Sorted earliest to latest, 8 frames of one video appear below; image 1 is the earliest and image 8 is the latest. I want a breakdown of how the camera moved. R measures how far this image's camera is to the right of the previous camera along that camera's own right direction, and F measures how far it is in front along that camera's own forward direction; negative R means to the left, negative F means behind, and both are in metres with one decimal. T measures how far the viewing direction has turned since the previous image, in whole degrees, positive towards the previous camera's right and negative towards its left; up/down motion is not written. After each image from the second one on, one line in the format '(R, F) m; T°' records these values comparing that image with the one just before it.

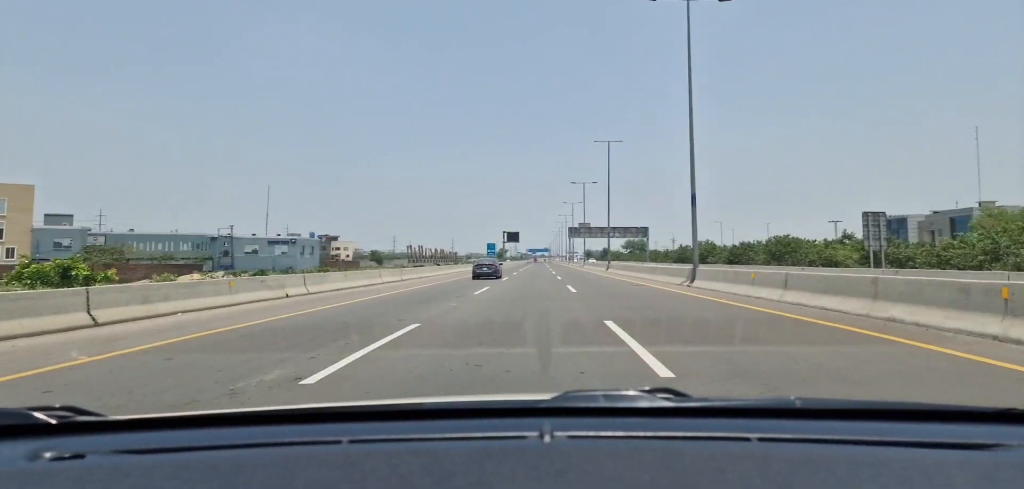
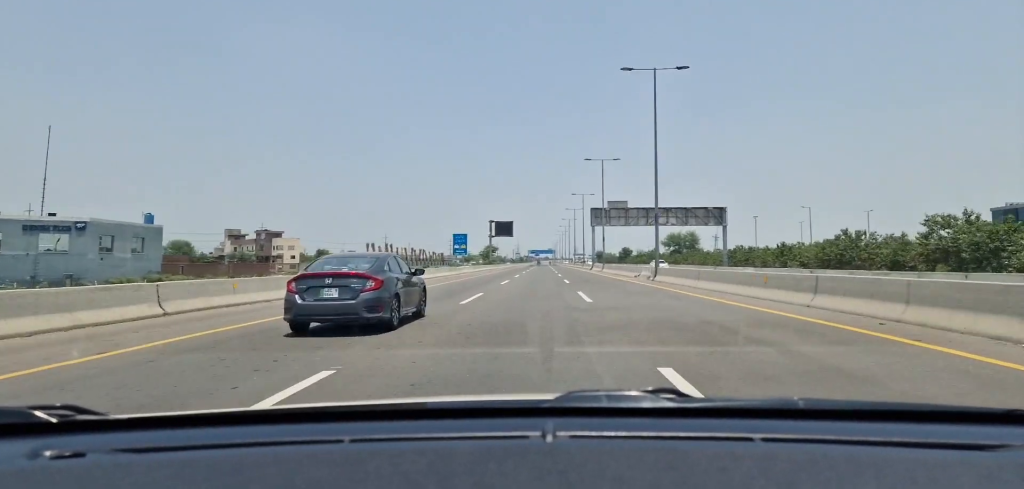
(-0.2, +60.2) m; -1°
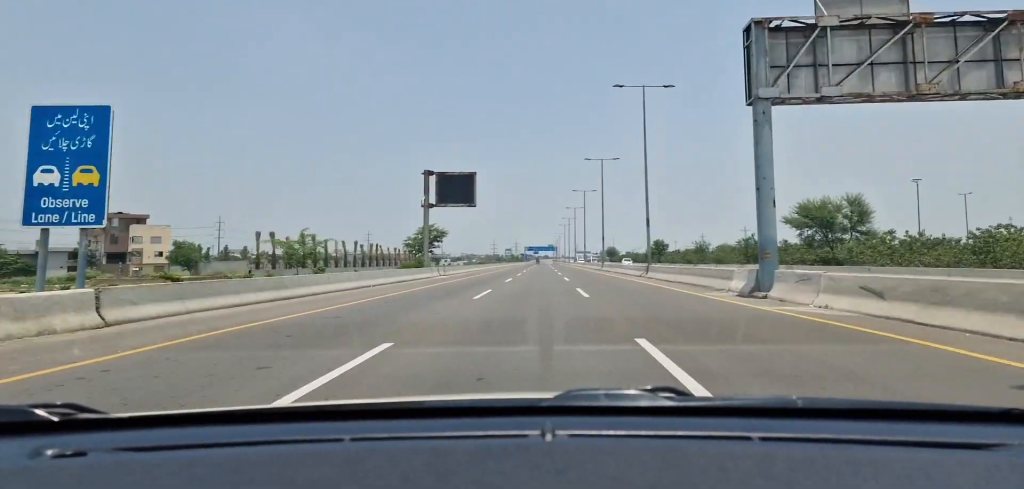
(-0.4, +68.9) m; 0°
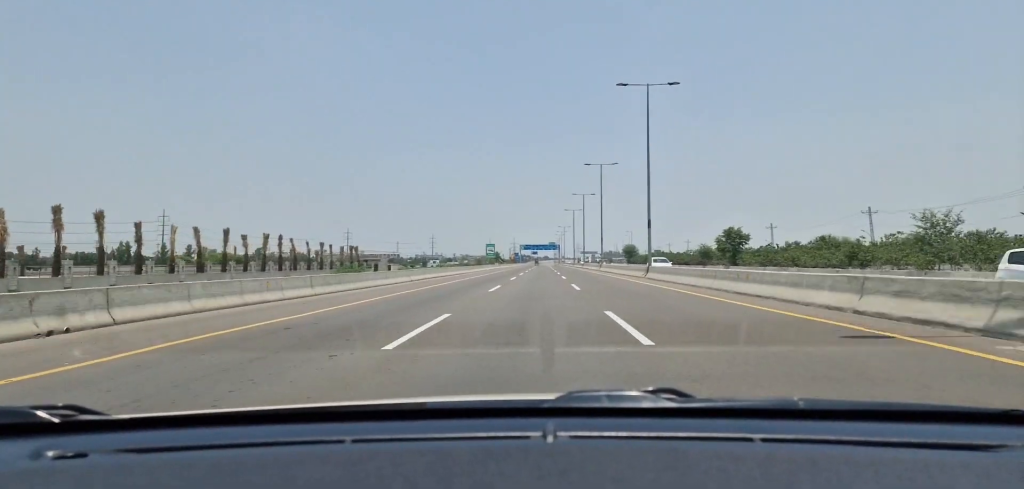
(+0.1, +67.4) m; 0°
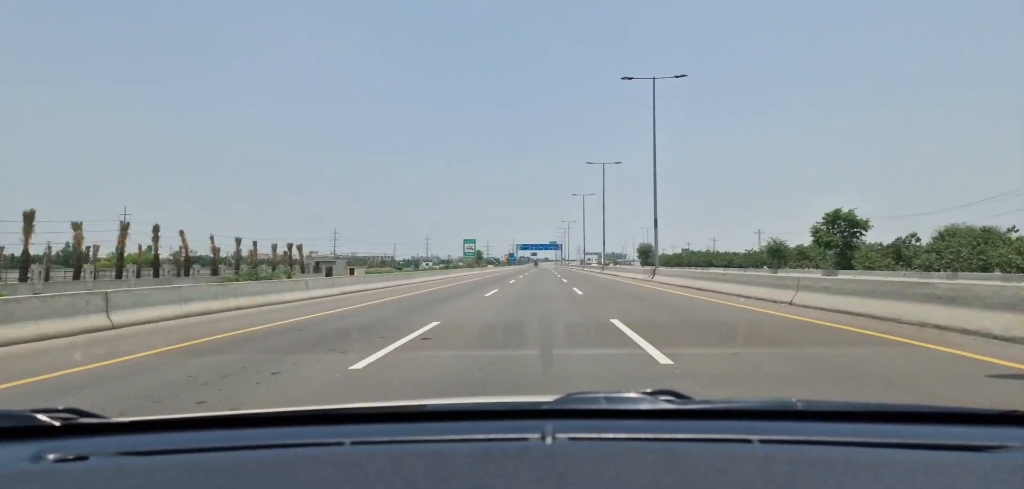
(-0.2, +37.7) m; 0°
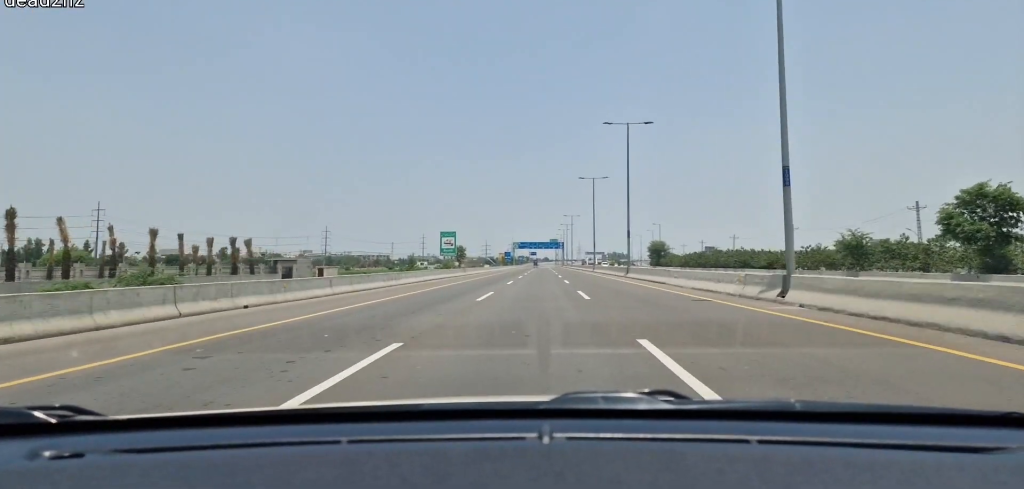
(0.0, +21.7) m; 0°
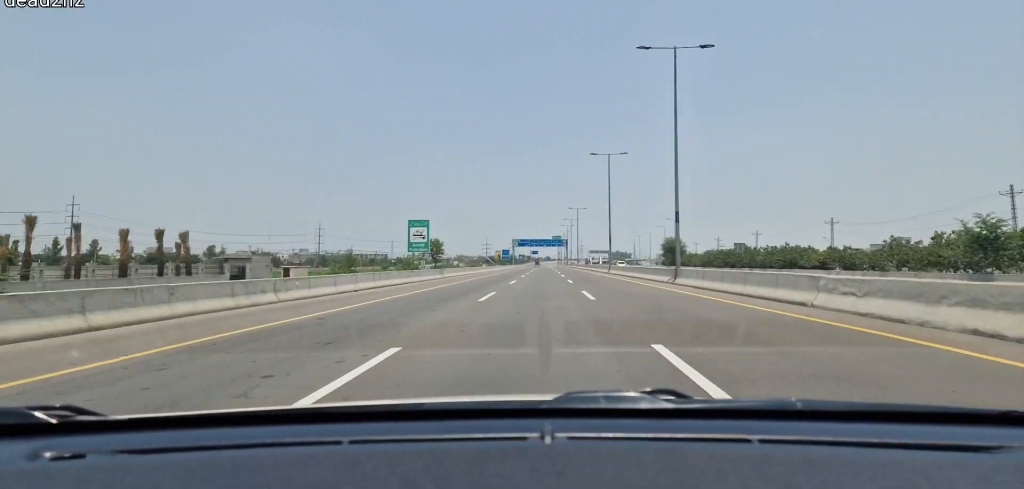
(0.0, +18.8) m; 0°
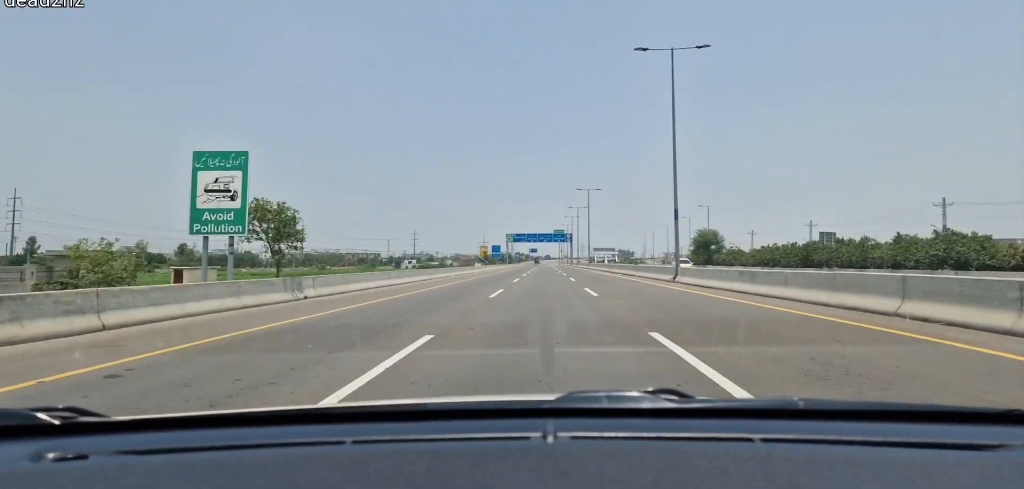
(0.0, +33.9) m; 0°
